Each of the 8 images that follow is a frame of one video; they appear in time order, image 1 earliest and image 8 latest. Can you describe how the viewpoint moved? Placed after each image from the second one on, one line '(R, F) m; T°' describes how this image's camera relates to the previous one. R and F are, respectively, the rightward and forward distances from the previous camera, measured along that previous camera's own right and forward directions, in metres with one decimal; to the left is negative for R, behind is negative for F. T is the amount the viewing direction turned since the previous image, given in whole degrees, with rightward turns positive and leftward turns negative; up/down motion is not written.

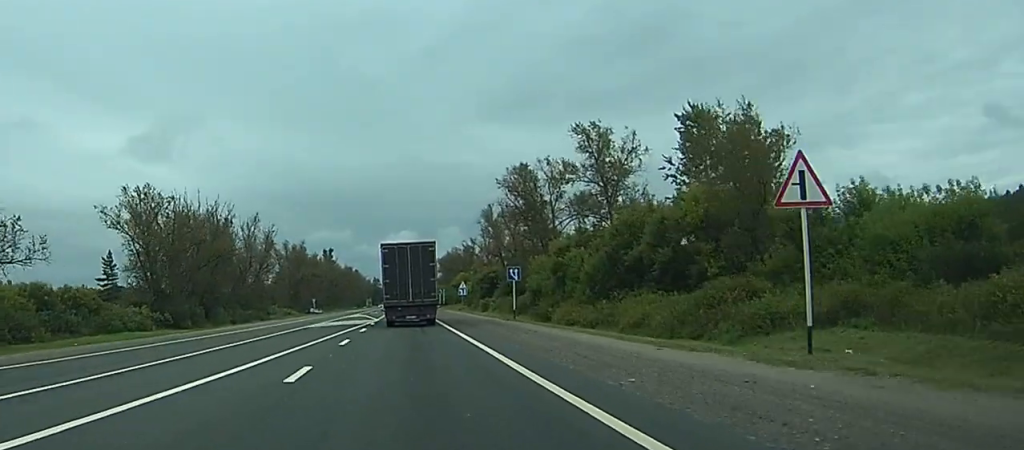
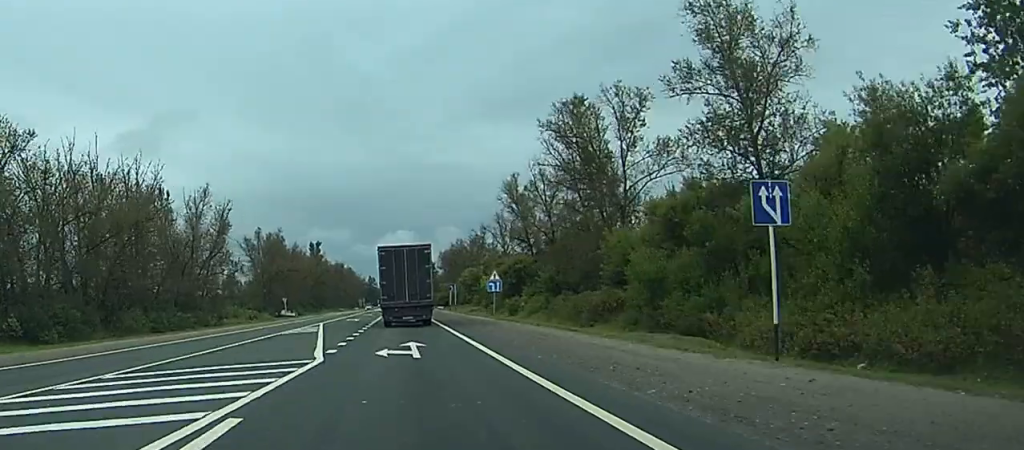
(+0.1, +43.7) m; 0°
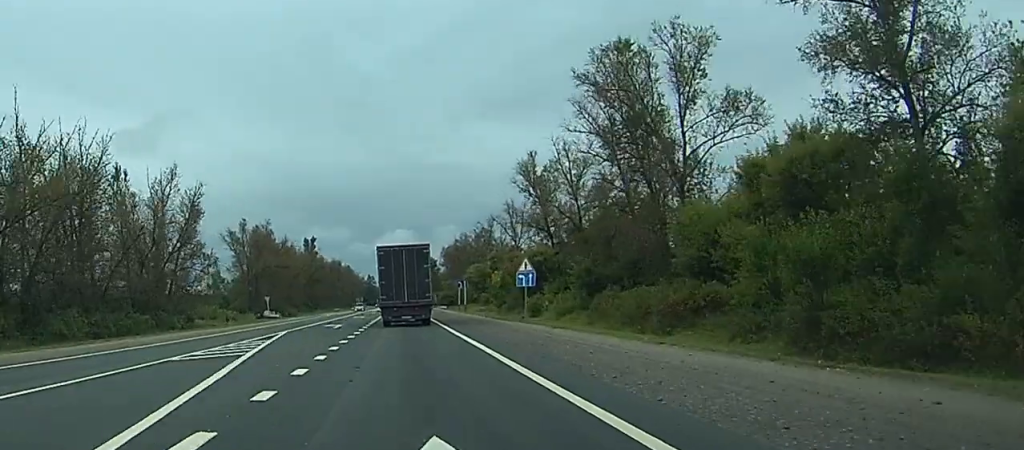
(0.0, +19.2) m; 0°
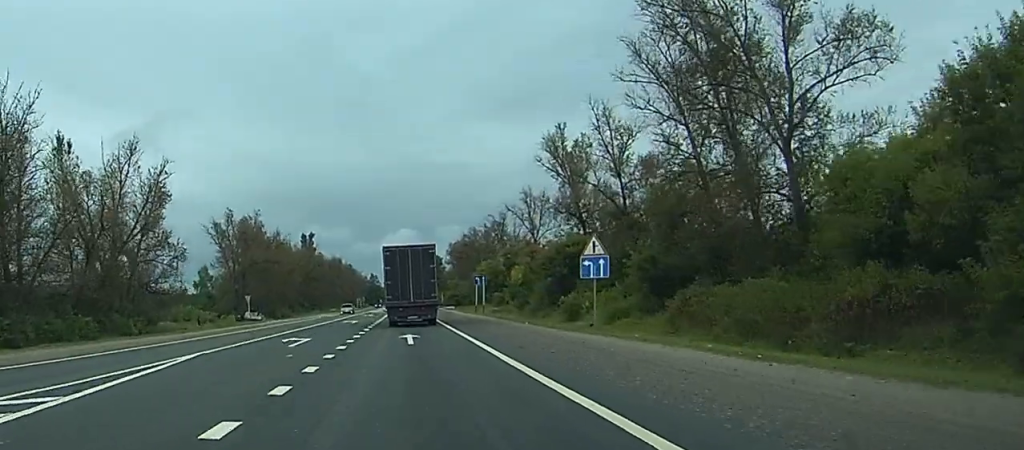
(0.0, +19.4) m; 0°
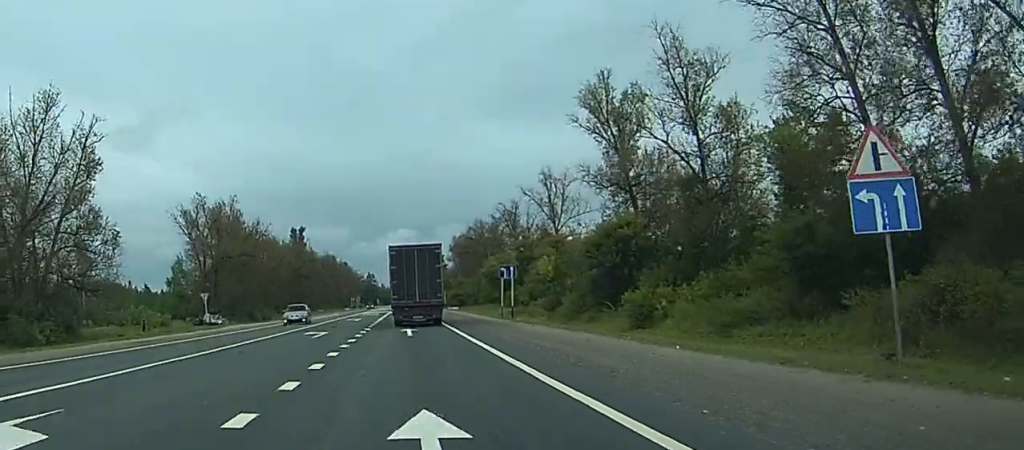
(0.0, +23.7) m; 0°
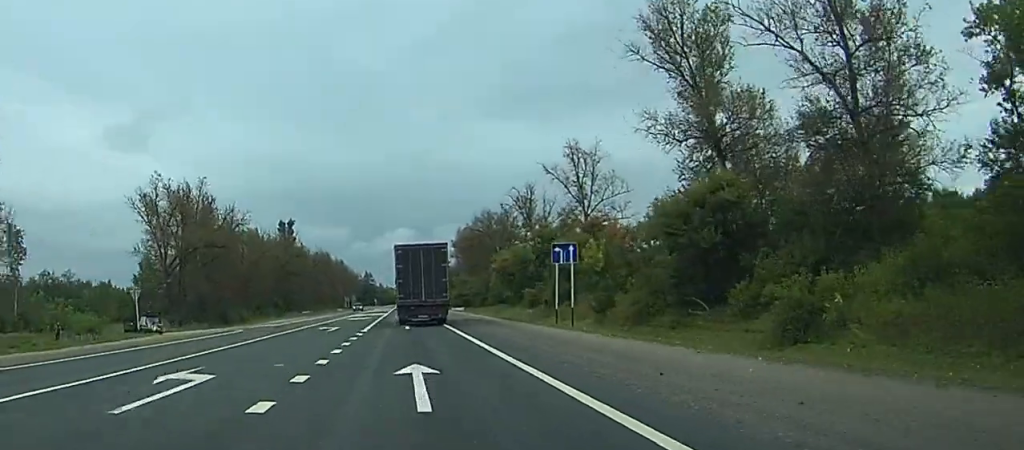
(+0.1, +23.4) m; 0°
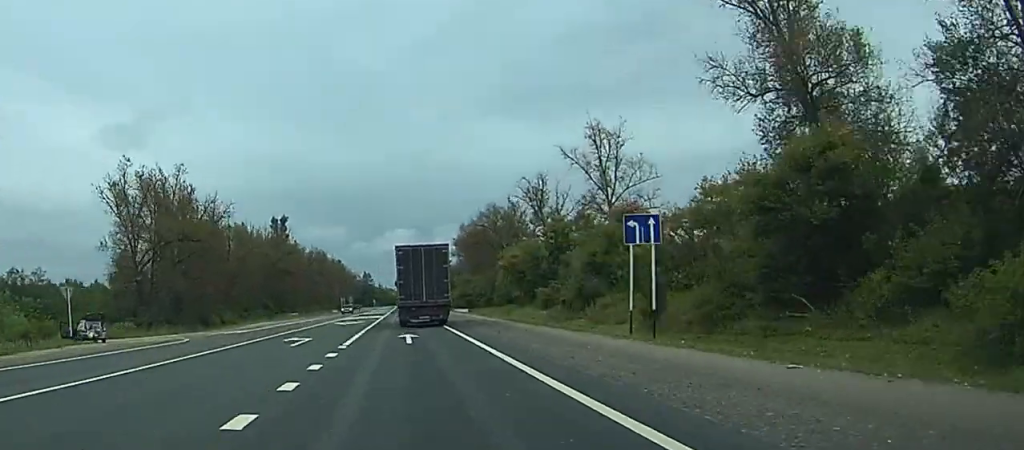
(+0.2, +13.9) m; 0°
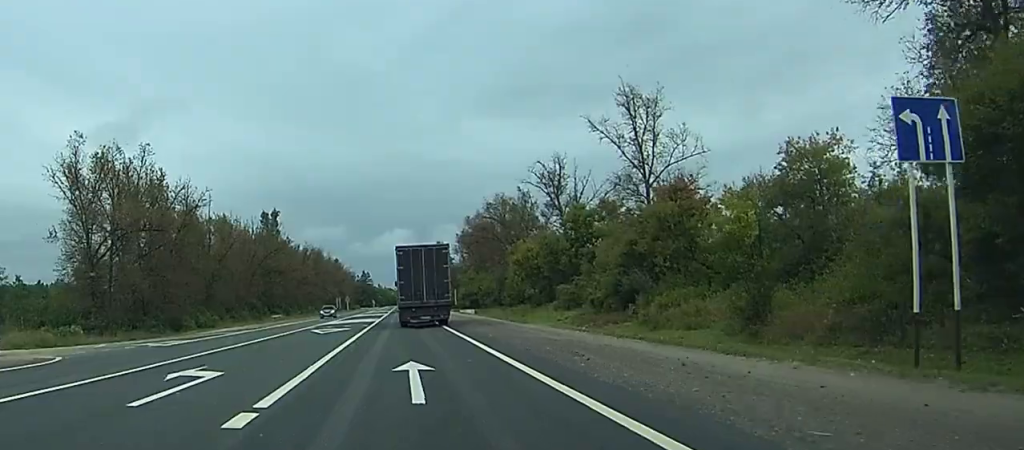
(-0.2, +16.2) m; 0°
